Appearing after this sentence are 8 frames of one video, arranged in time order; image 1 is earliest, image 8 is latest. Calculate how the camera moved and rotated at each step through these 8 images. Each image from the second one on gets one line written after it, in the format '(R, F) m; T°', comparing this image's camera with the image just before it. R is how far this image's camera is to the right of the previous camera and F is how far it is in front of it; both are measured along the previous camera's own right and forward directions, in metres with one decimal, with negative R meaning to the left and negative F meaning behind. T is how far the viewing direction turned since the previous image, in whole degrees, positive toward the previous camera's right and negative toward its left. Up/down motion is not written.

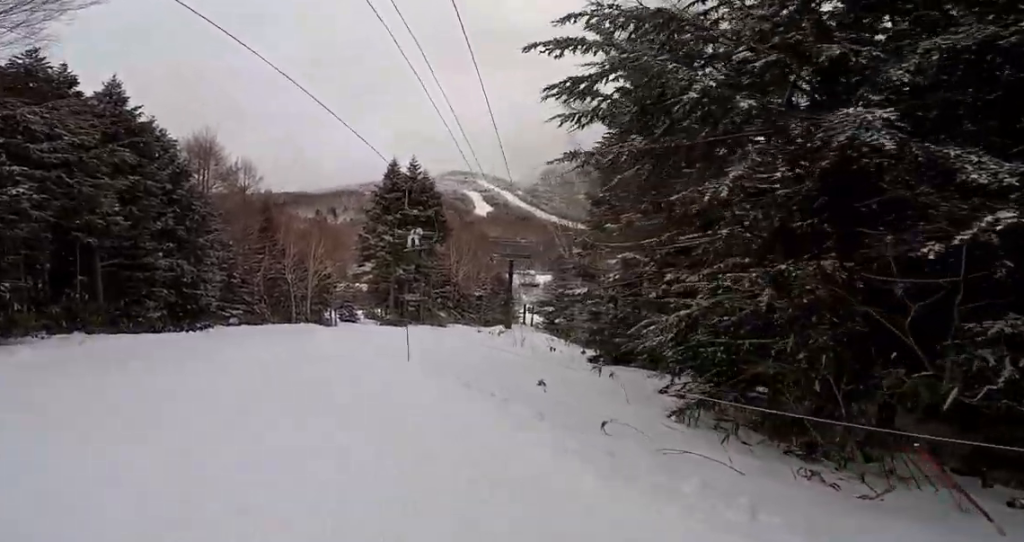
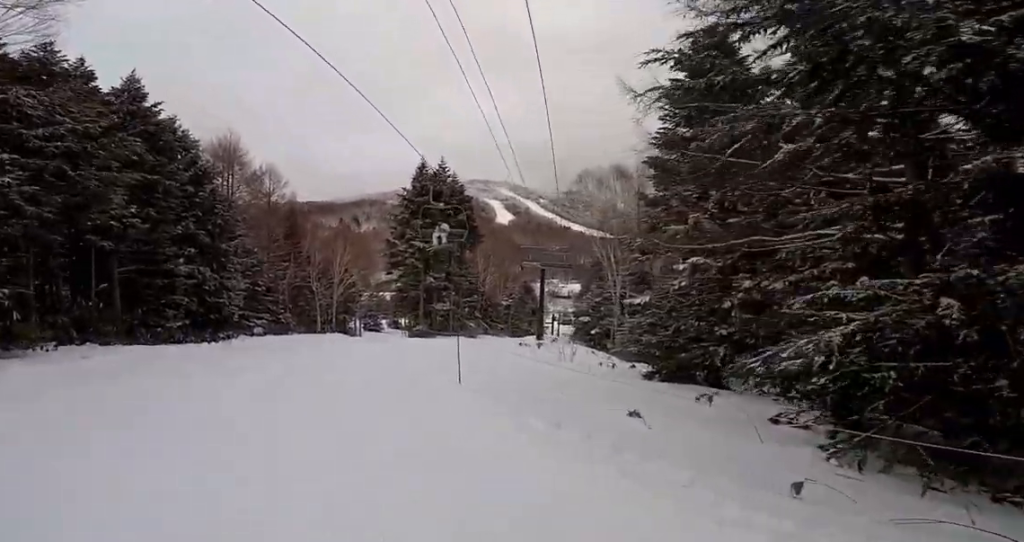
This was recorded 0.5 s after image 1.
(-0.1, +2.2) m; 0°
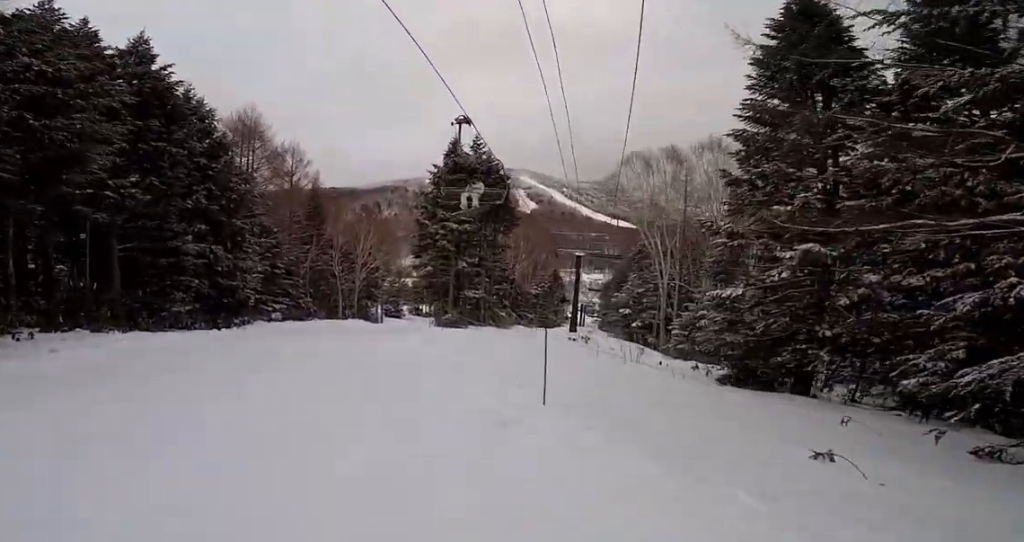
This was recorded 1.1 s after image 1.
(+0.4, +3.0) m; 0°
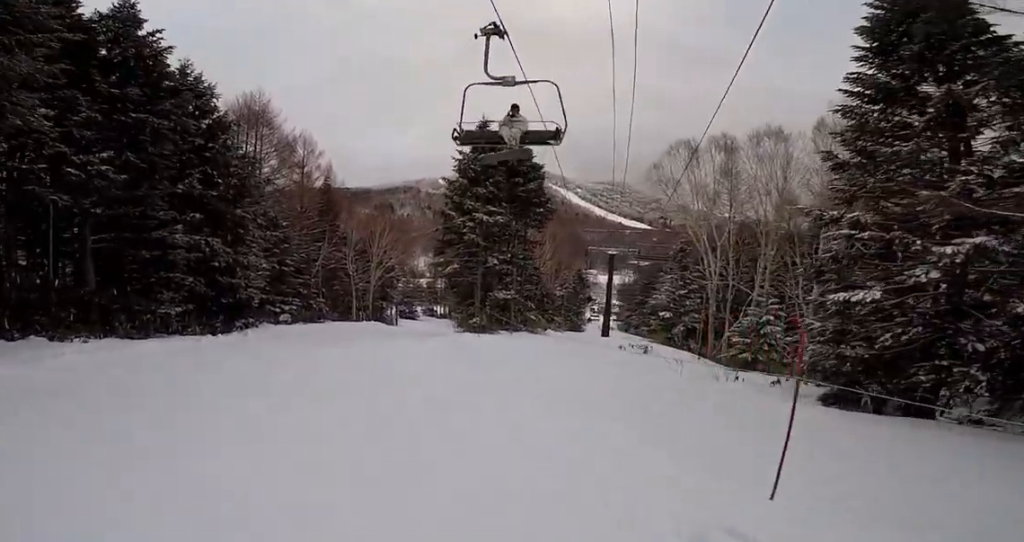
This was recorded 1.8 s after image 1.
(-0.2, +3.7) m; +1°
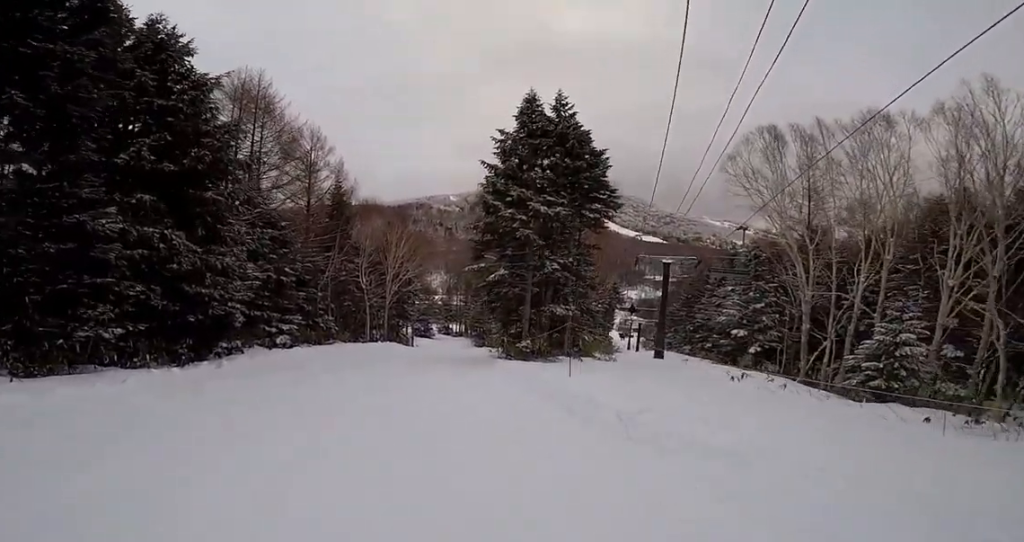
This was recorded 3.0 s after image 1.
(+0.3, +6.3) m; +7°
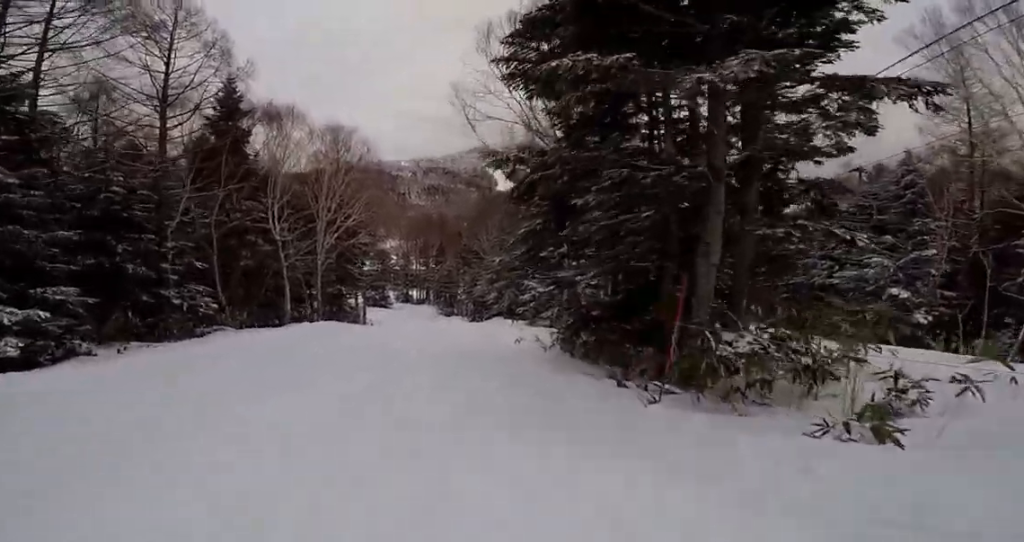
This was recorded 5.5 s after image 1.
(+2.8, +15.5) m; +12°
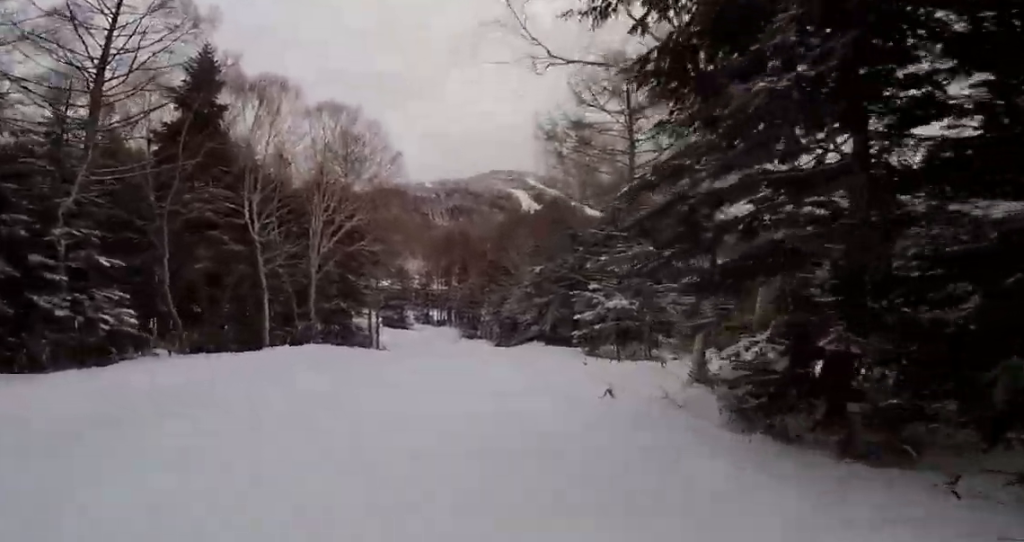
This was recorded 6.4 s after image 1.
(-0.8, +6.7) m; -1°
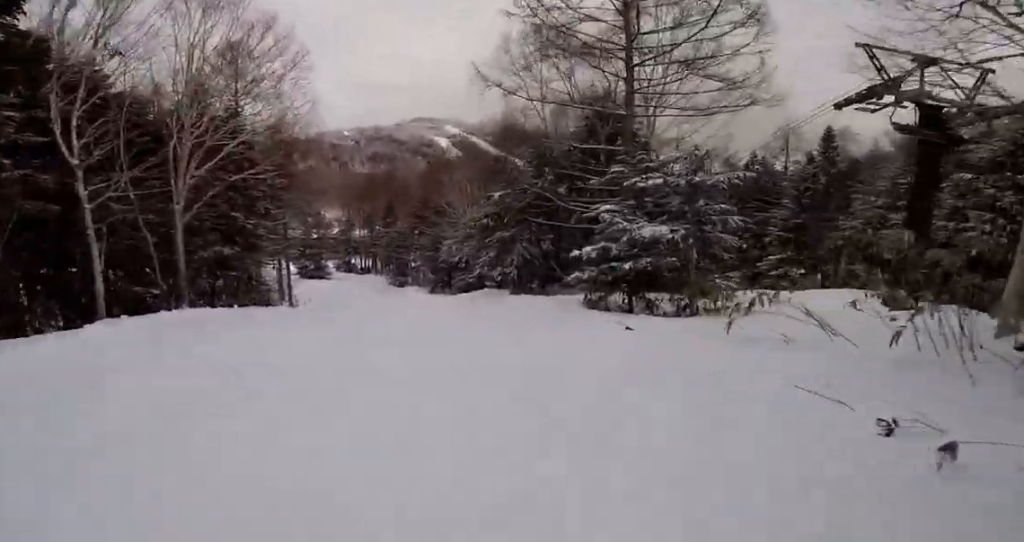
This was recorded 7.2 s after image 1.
(+0.7, +5.8) m; -1°
